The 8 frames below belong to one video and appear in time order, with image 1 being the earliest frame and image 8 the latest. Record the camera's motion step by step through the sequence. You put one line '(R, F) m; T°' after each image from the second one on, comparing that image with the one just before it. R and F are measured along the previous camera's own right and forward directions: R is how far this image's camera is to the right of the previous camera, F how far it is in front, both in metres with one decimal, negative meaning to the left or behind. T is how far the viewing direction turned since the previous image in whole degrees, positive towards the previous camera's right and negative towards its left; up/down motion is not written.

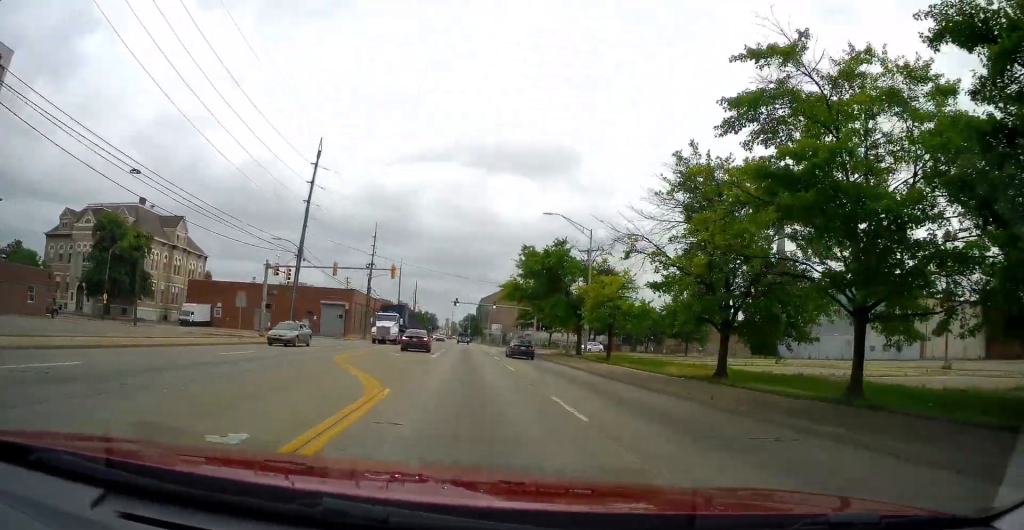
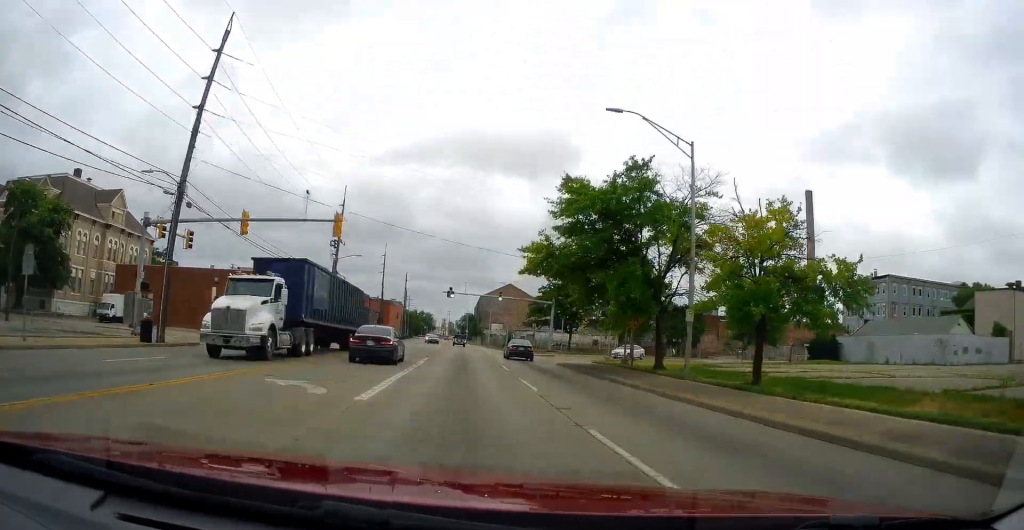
(+0.1, +20.0) m; 0°
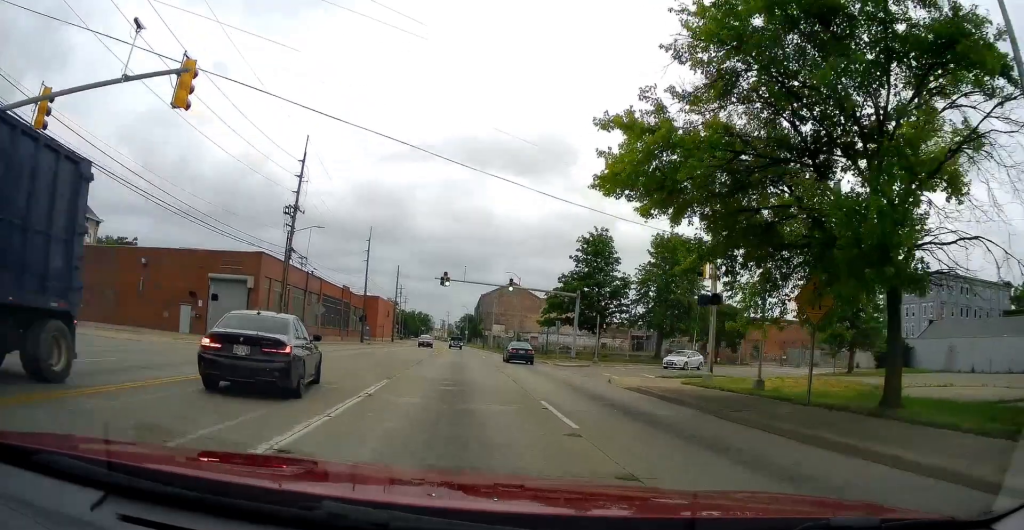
(-0.2, +16.0) m; -1°
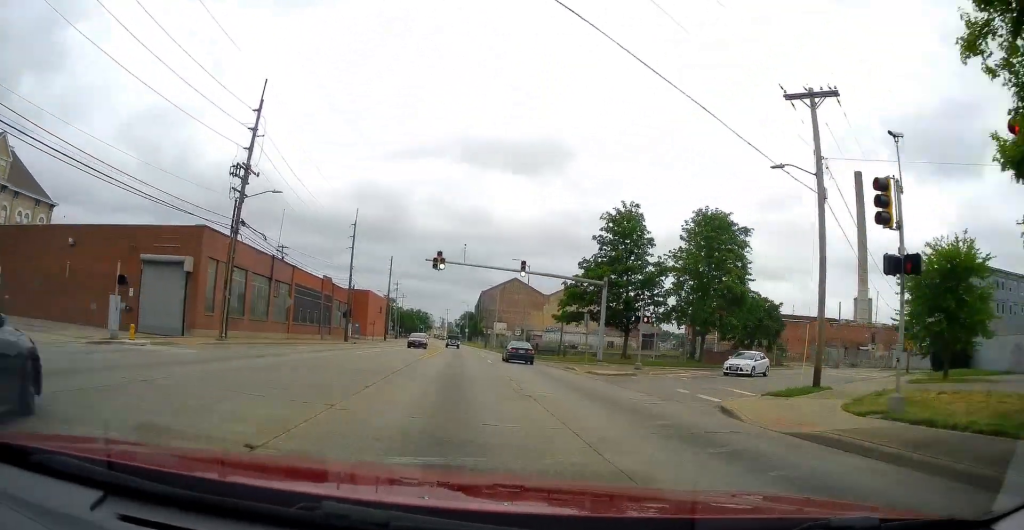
(0.0, +10.8) m; 0°
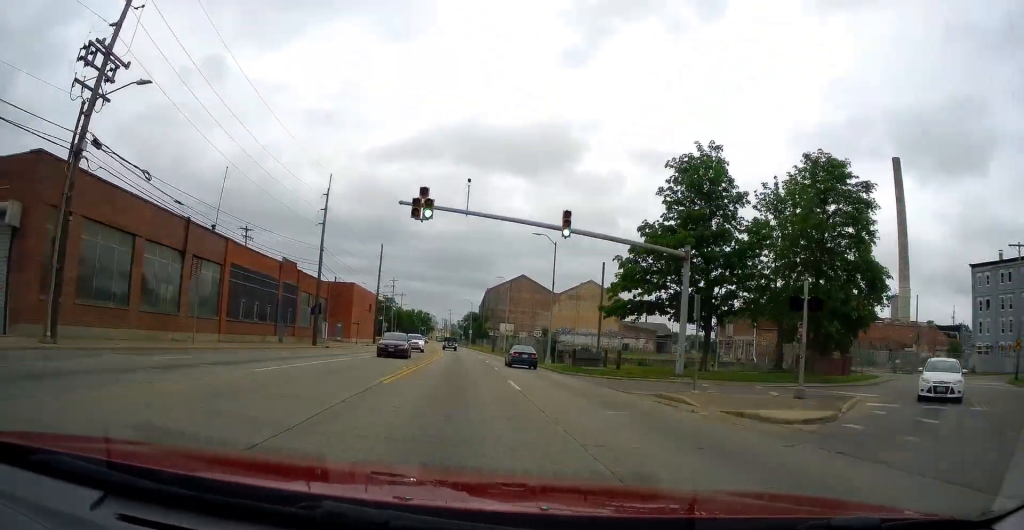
(0.0, +16.4) m; 0°
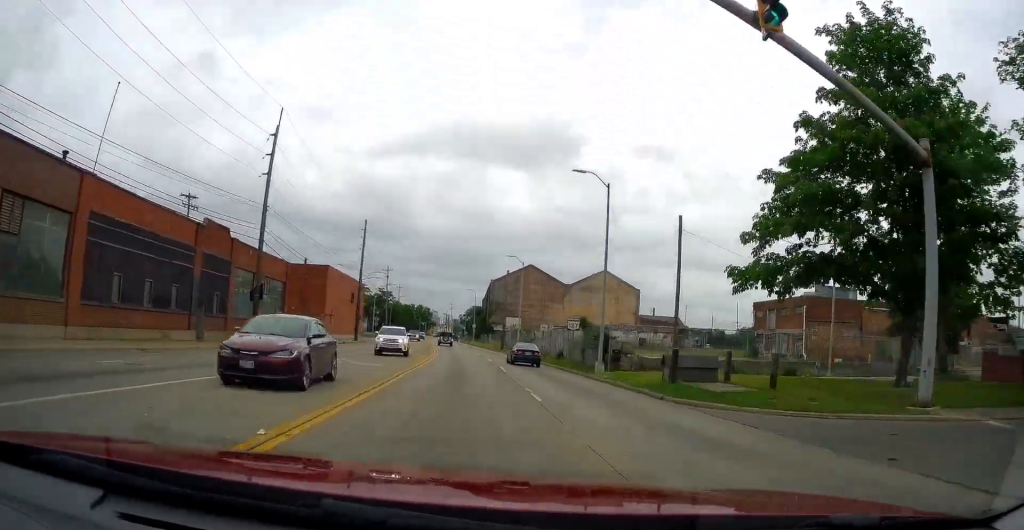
(-0.1, +16.8) m; 0°
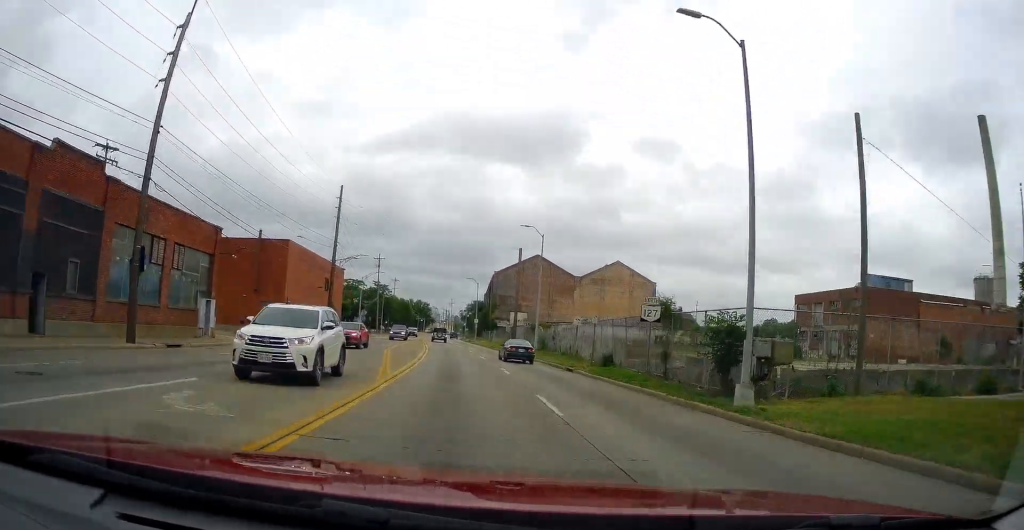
(0.0, +15.3) m; -1°
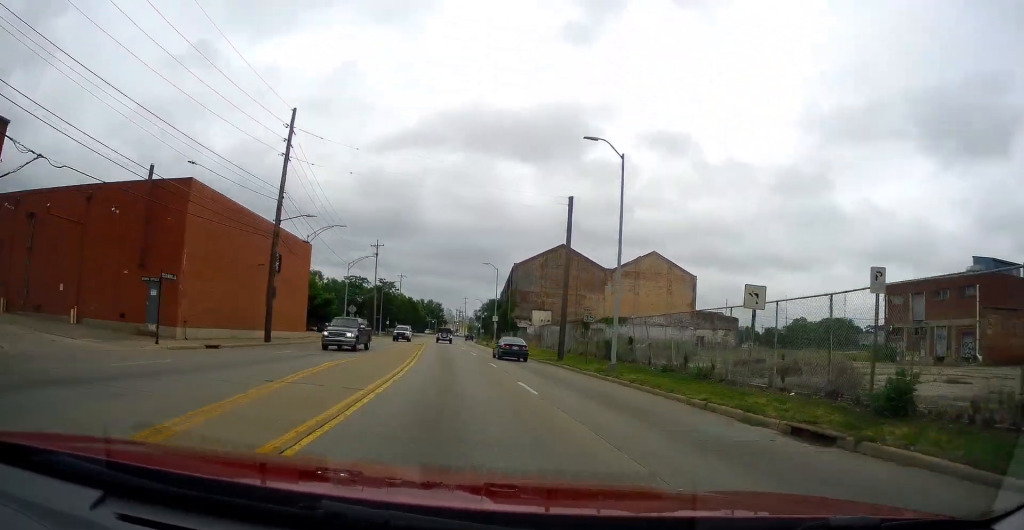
(-0.3, +21.1) m; -3°
